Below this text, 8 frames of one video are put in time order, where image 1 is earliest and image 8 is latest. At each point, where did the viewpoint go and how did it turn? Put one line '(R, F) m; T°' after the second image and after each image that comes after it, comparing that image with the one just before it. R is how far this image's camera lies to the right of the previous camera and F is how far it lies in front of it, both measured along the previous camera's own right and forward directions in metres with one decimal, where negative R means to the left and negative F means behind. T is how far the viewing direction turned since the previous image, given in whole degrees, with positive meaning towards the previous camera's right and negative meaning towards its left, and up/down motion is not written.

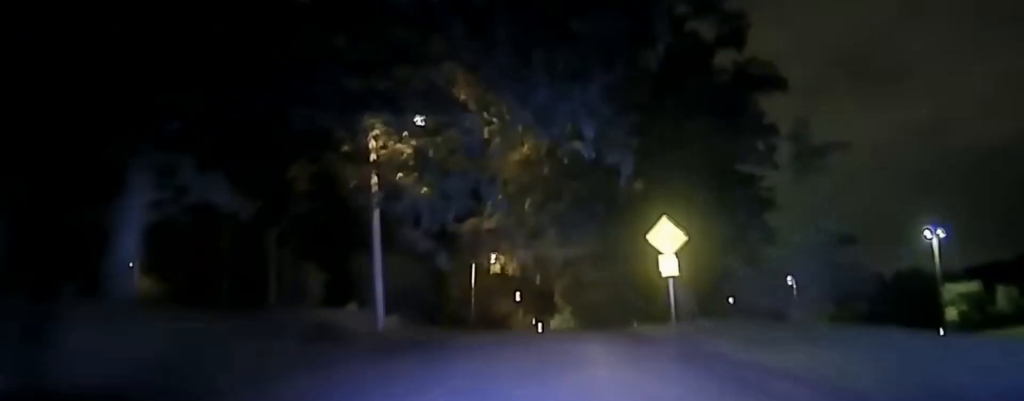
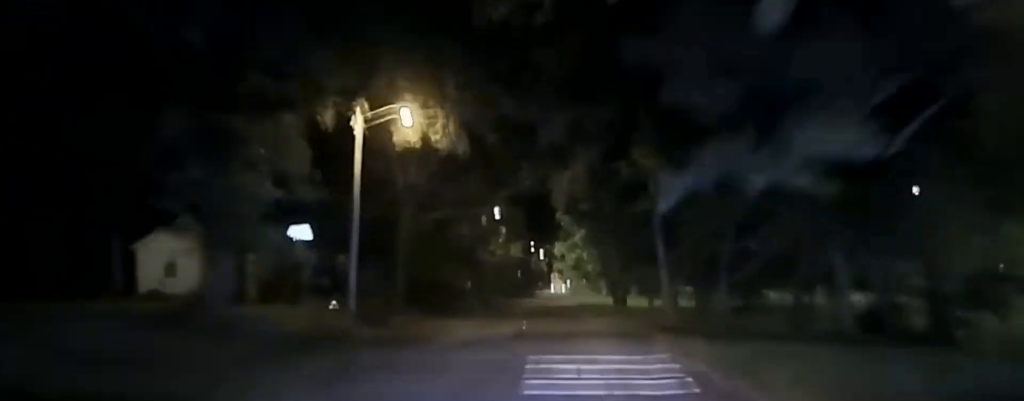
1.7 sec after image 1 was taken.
(+1.1, +40.9) m; +2°
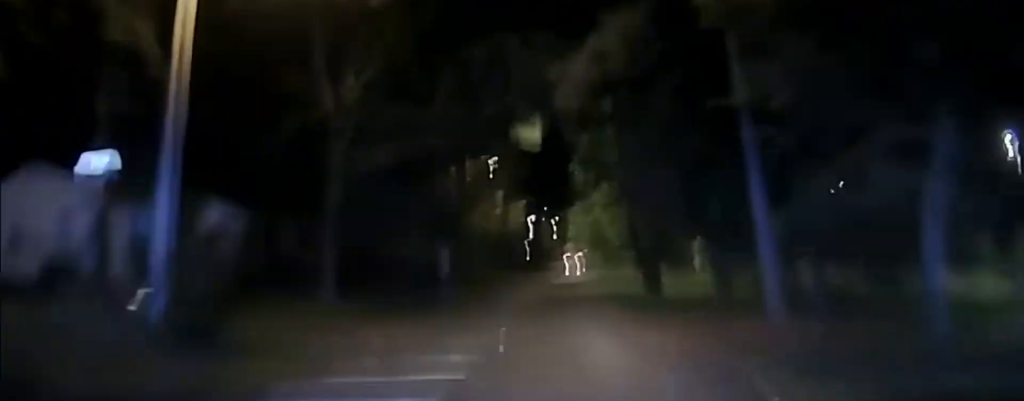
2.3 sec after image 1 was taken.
(0.0, +18.1) m; 0°
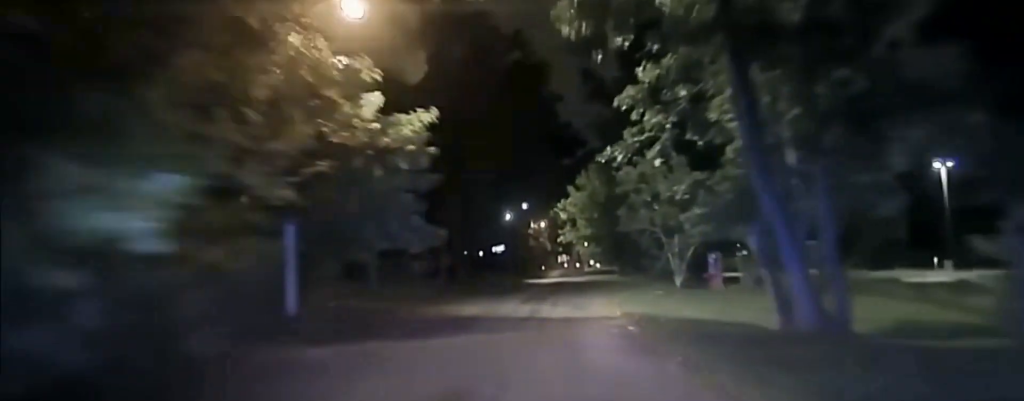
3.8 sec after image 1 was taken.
(-0.4, +39.2) m; -1°
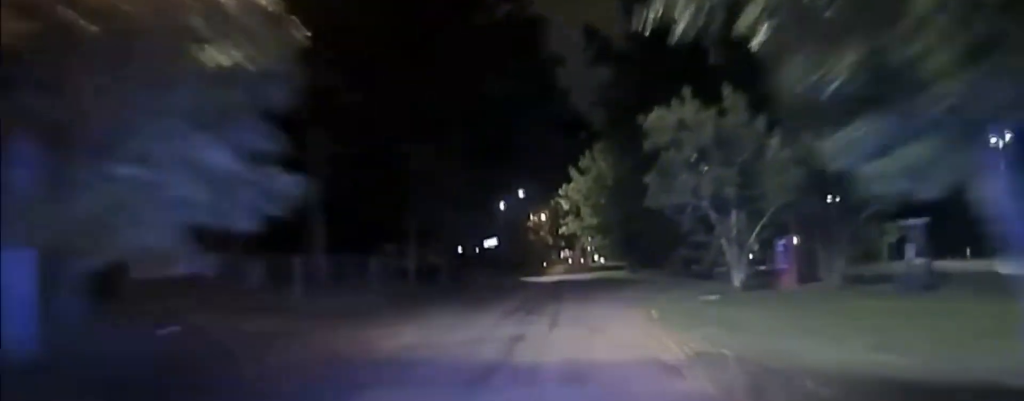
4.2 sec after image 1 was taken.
(0.0, +10.9) m; 0°
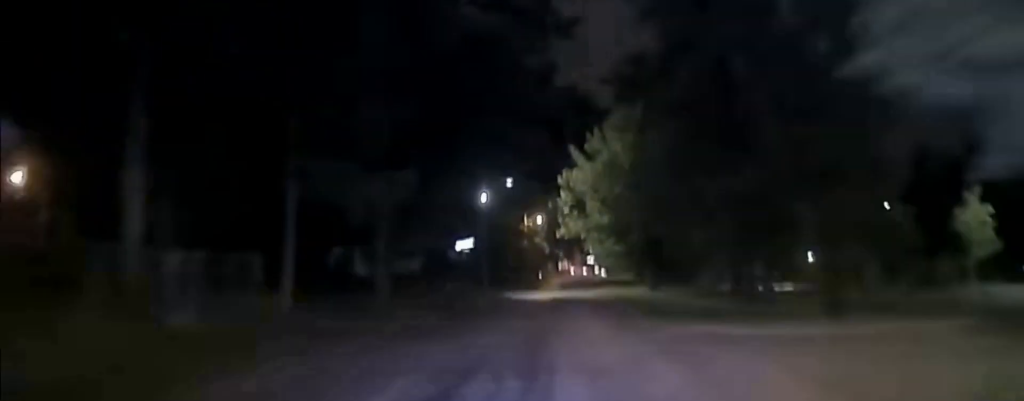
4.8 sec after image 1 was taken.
(0.0, +17.5) m; 0°
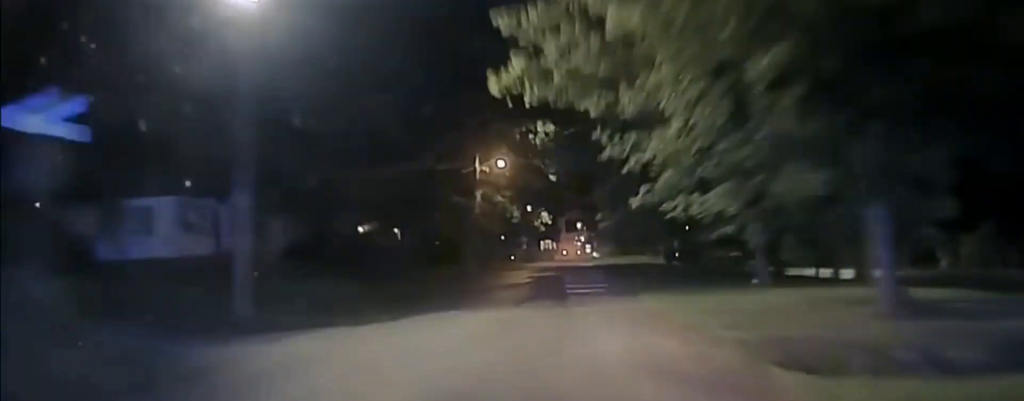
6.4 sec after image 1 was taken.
(+0.4, +42.6) m; +1°
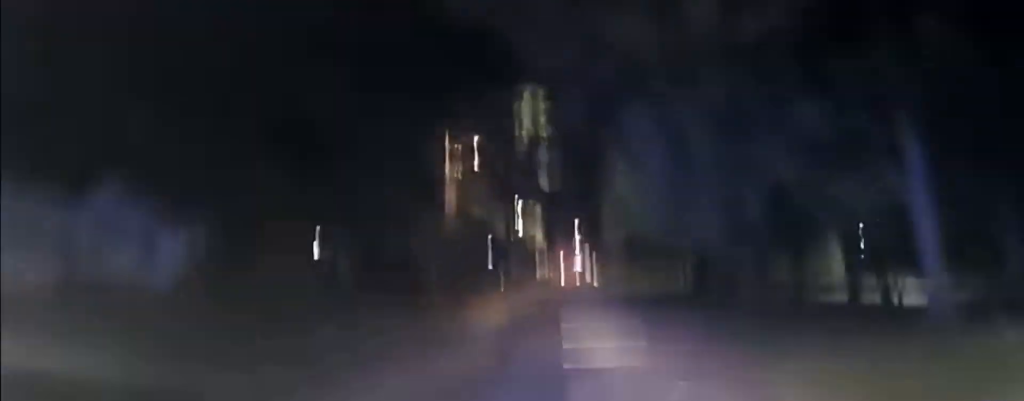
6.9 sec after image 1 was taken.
(+0.1, +14.6) m; 0°
